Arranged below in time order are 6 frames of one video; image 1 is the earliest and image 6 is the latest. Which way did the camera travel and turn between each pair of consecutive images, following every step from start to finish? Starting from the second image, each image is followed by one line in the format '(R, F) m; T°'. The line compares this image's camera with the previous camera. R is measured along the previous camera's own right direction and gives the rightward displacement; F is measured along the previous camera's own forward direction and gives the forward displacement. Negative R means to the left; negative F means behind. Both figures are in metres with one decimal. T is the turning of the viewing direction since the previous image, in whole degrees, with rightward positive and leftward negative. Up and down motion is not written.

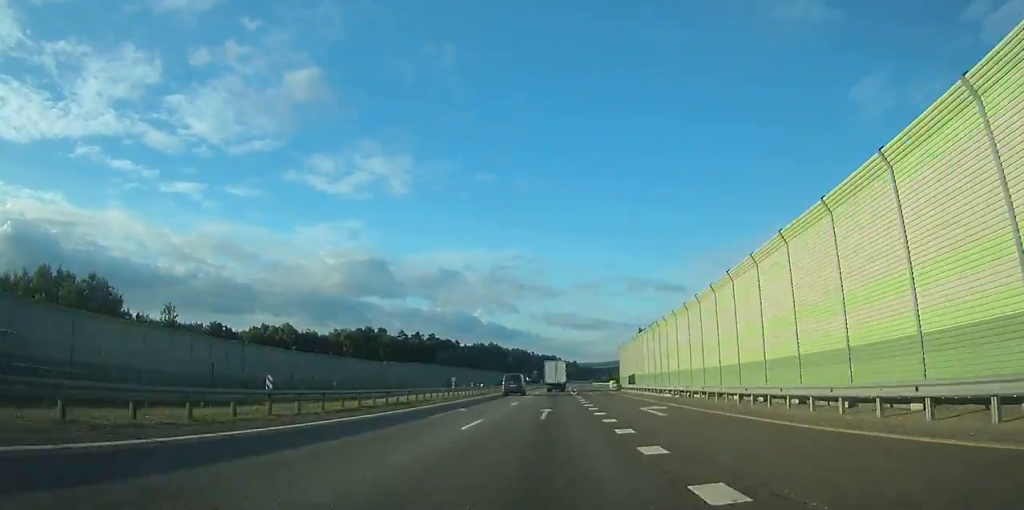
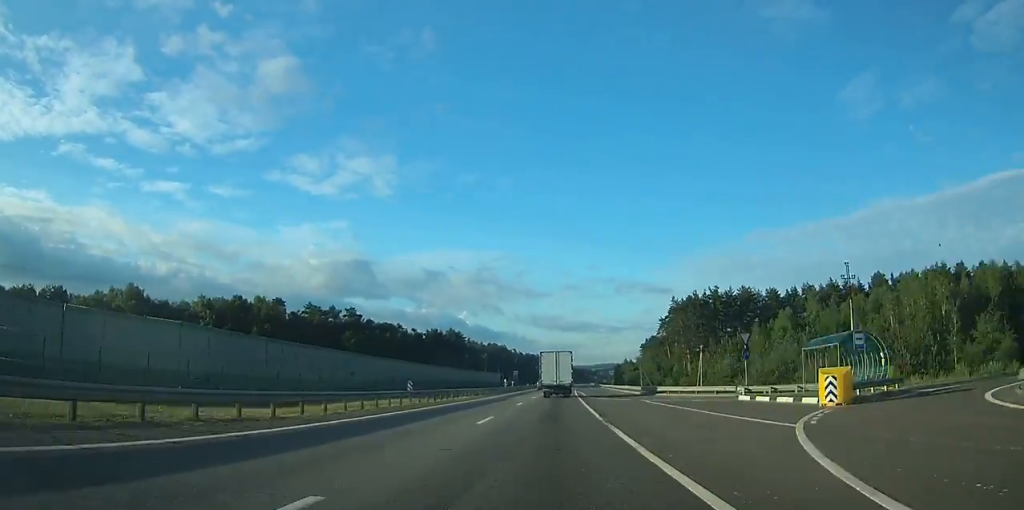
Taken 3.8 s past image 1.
(+1.0, +96.6) m; +1°
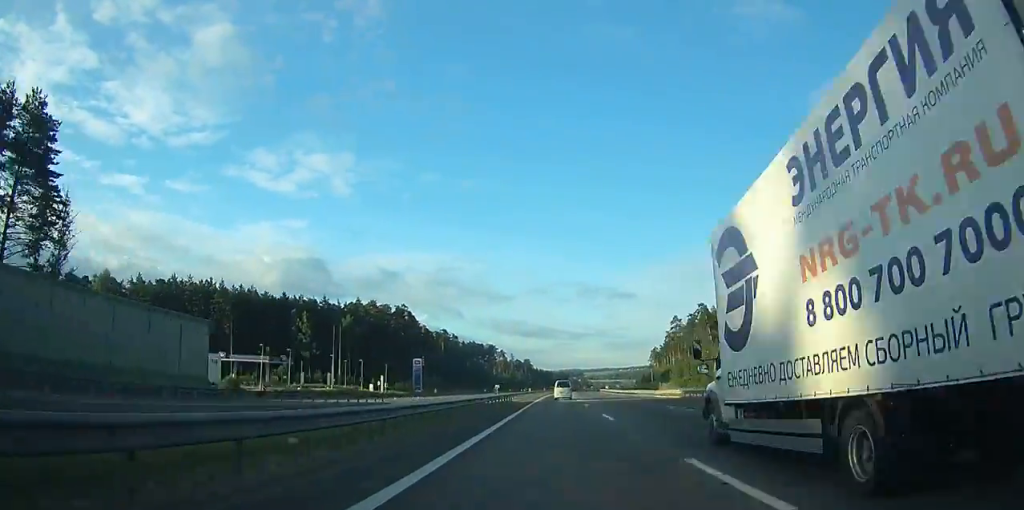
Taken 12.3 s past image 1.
(+11.7, +227.4) m; +4°
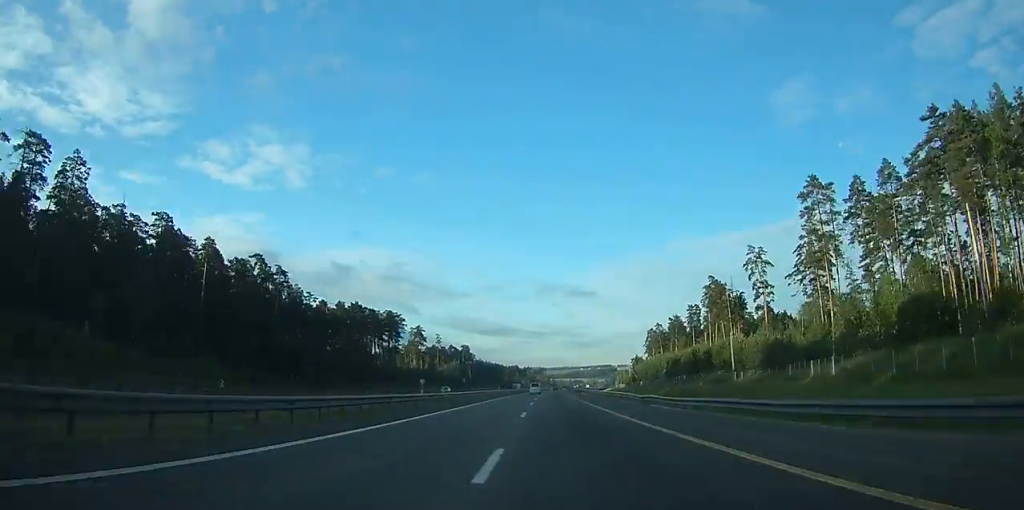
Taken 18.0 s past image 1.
(+0.8, +153.3) m; +3°
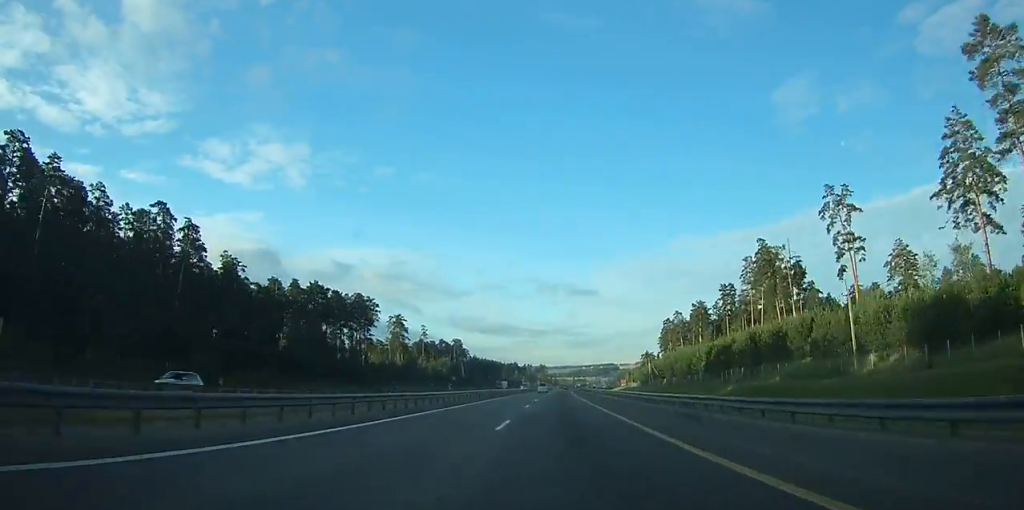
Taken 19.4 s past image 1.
(+0.2, +36.8) m; 0°
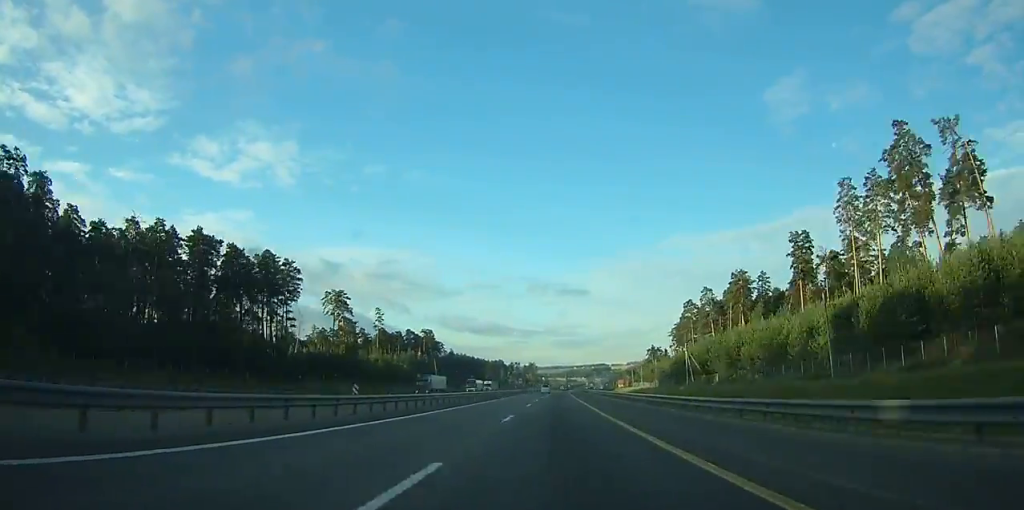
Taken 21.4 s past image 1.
(0.0, +54.2) m; 0°
